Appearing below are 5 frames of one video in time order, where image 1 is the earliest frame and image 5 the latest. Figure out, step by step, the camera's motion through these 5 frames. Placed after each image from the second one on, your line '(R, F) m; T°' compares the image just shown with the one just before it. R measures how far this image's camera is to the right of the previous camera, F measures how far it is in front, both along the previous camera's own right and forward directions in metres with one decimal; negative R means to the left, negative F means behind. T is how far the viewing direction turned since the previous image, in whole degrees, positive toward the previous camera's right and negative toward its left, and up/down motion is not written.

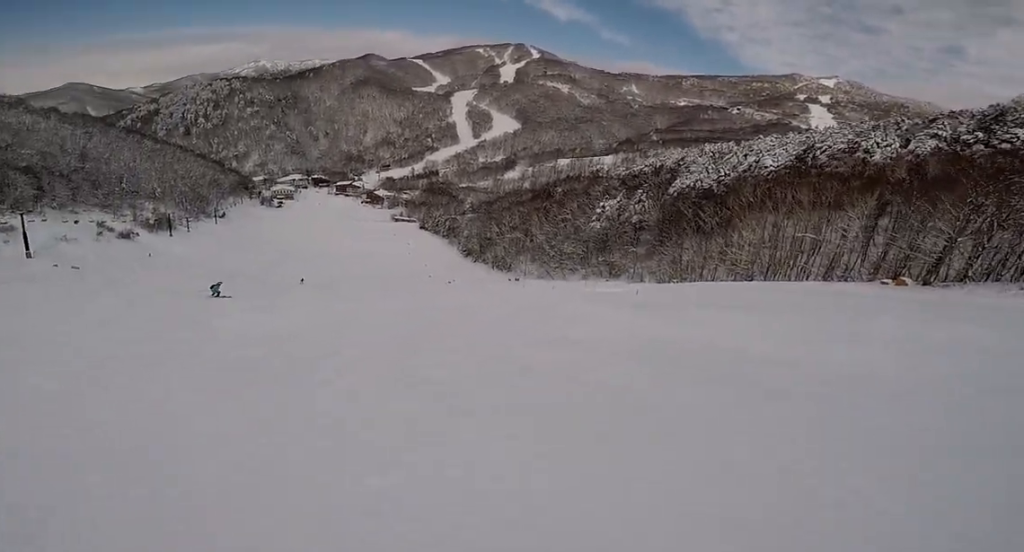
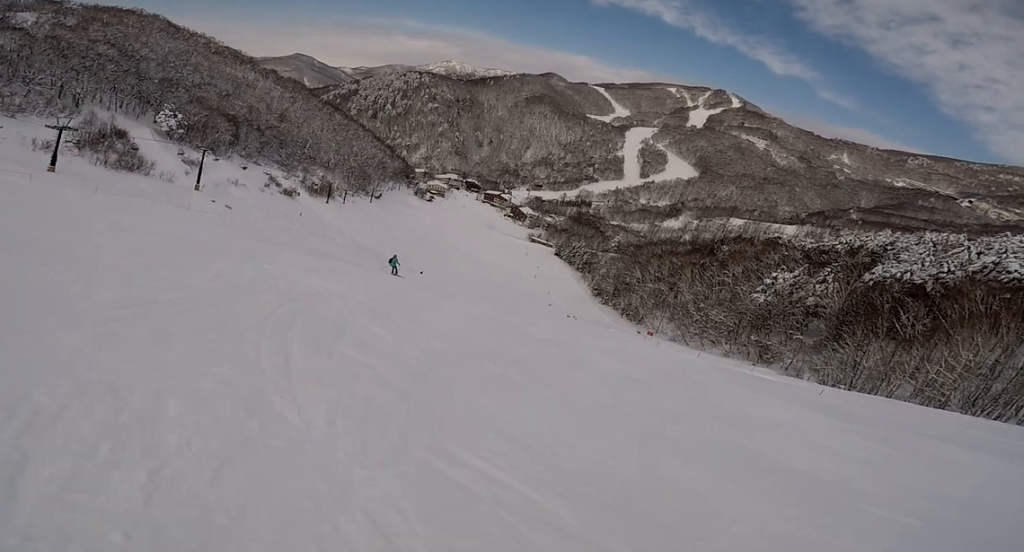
(-1.7, +5.9) m; -30°
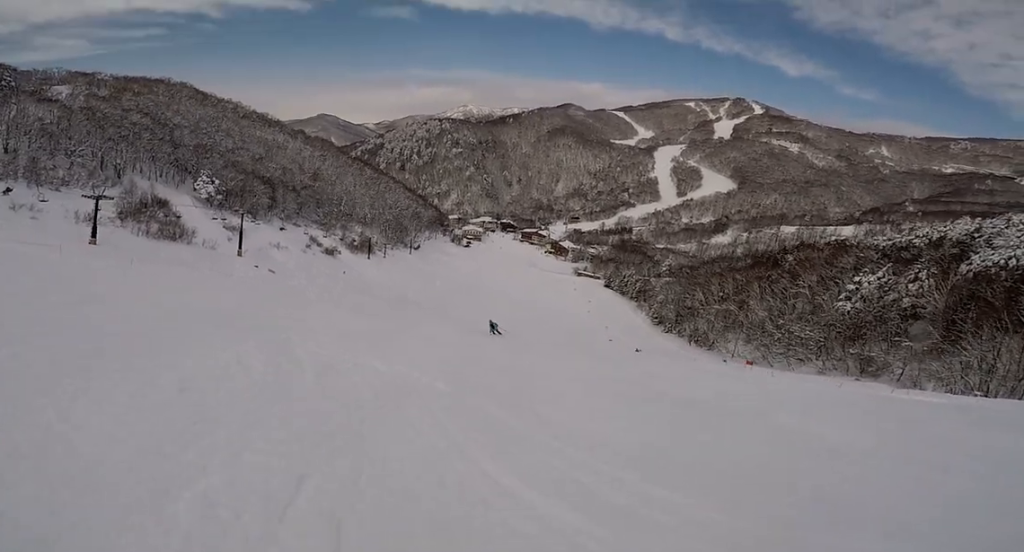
(-0.6, +4.4) m; -23°
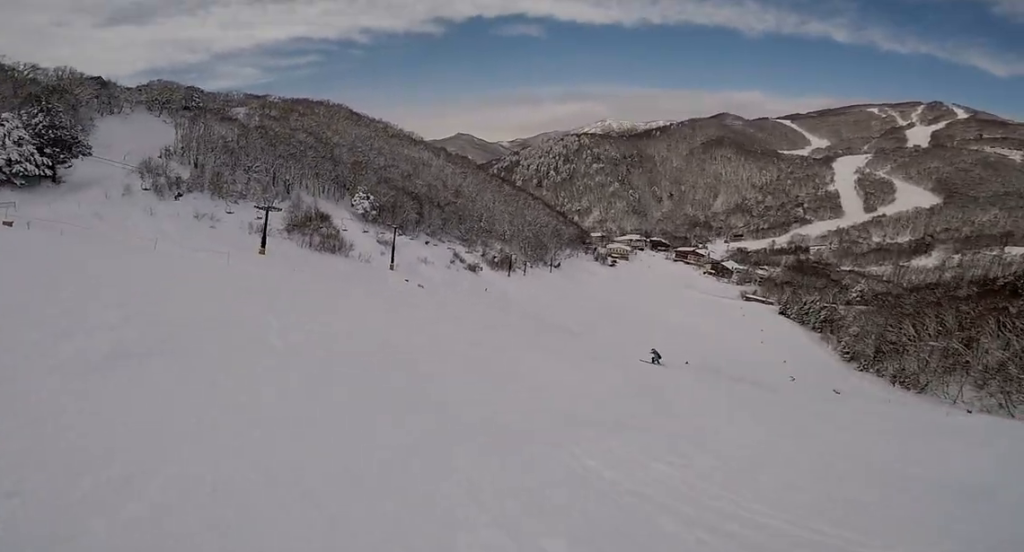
(-1.4, +5.1) m; -20°
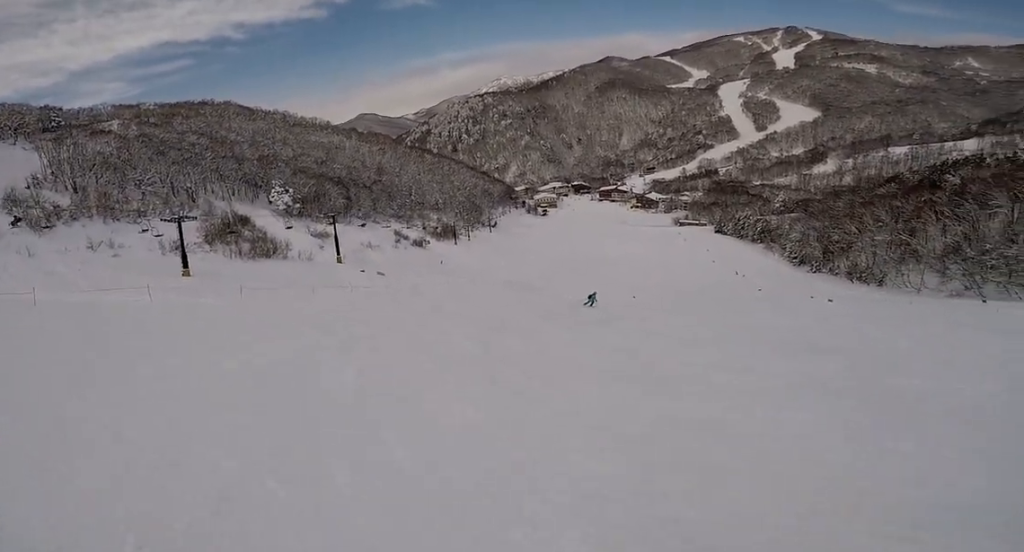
(+3.6, +9.9) m; +49°
